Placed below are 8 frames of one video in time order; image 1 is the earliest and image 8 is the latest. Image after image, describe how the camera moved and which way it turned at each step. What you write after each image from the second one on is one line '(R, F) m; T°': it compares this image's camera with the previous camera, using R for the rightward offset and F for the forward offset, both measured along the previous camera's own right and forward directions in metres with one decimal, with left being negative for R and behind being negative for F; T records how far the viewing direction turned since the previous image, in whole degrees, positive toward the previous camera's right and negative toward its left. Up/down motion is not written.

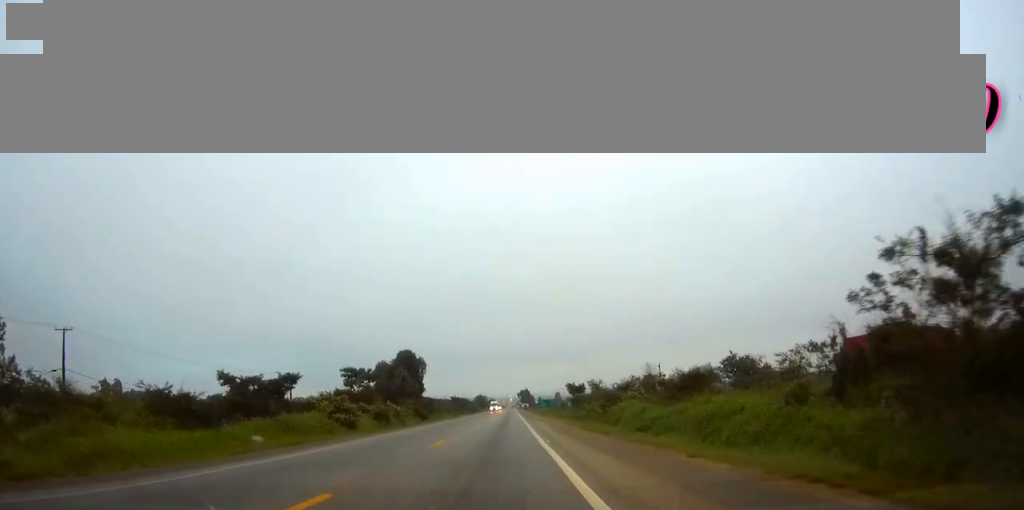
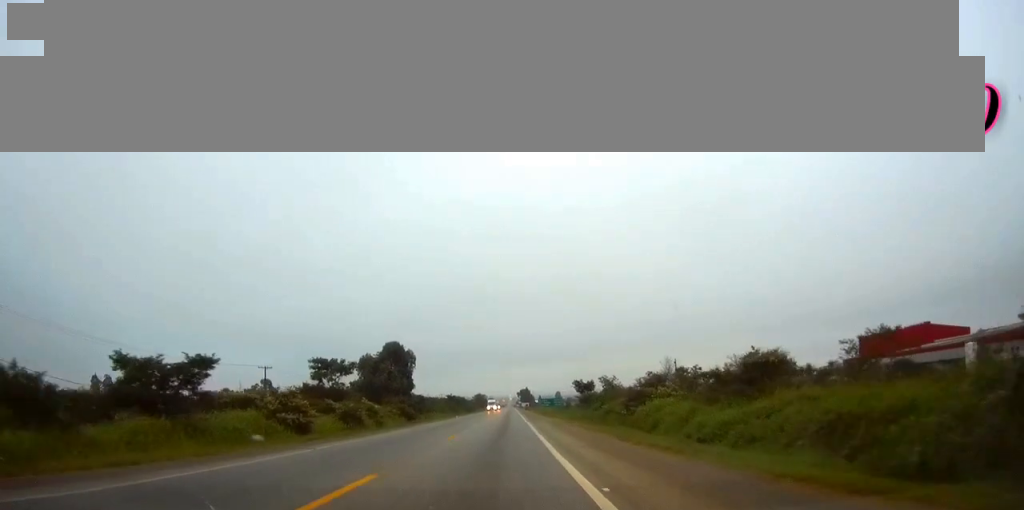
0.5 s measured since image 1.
(0.0, +12.9) m; 0°
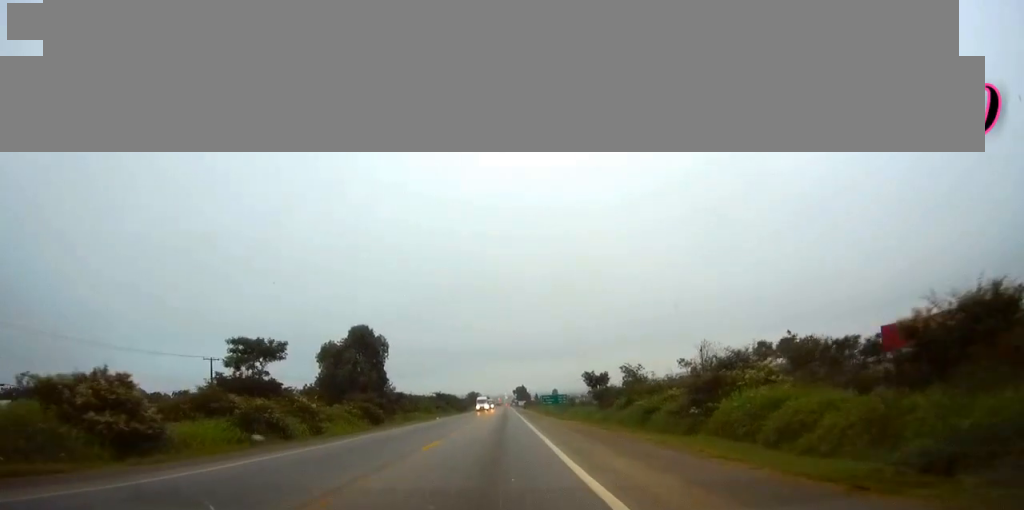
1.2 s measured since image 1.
(0.0, +19.4) m; 0°
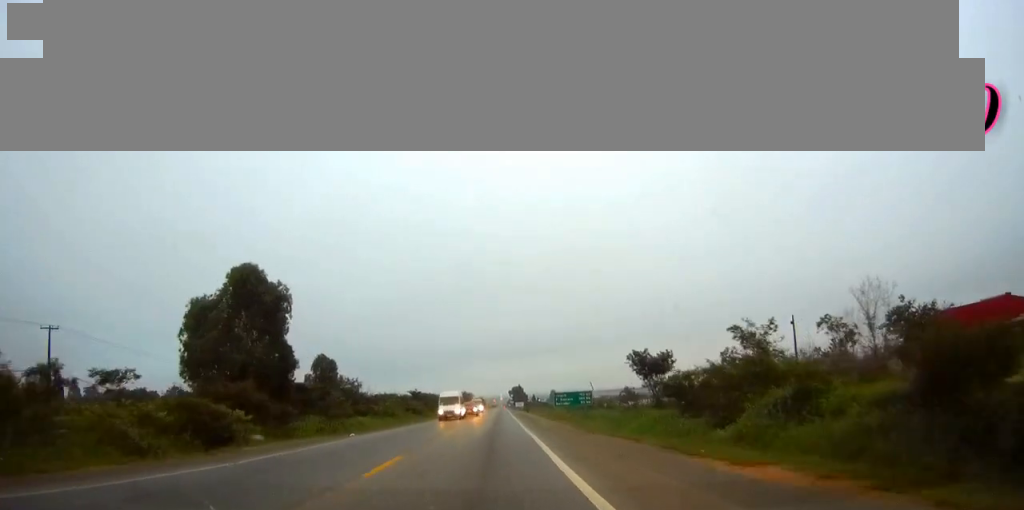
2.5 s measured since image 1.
(+0.2, +35.8) m; 0°
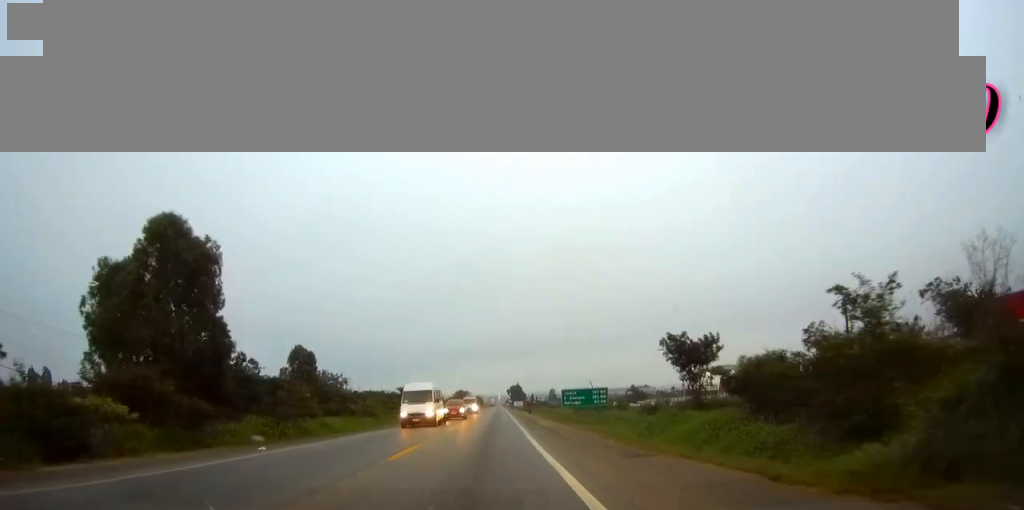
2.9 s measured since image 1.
(0.0, +11.9) m; 0°
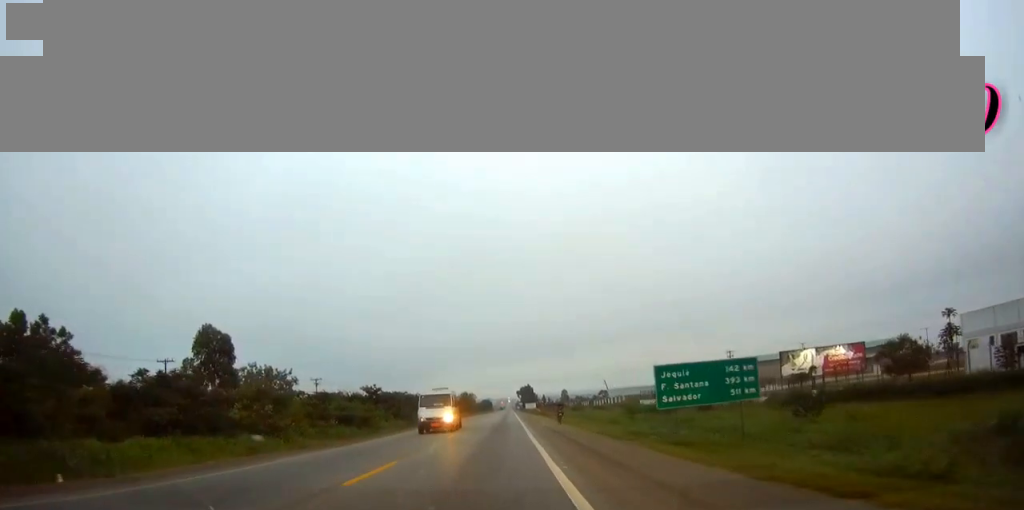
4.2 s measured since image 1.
(-0.2, +34.7) m; -1°
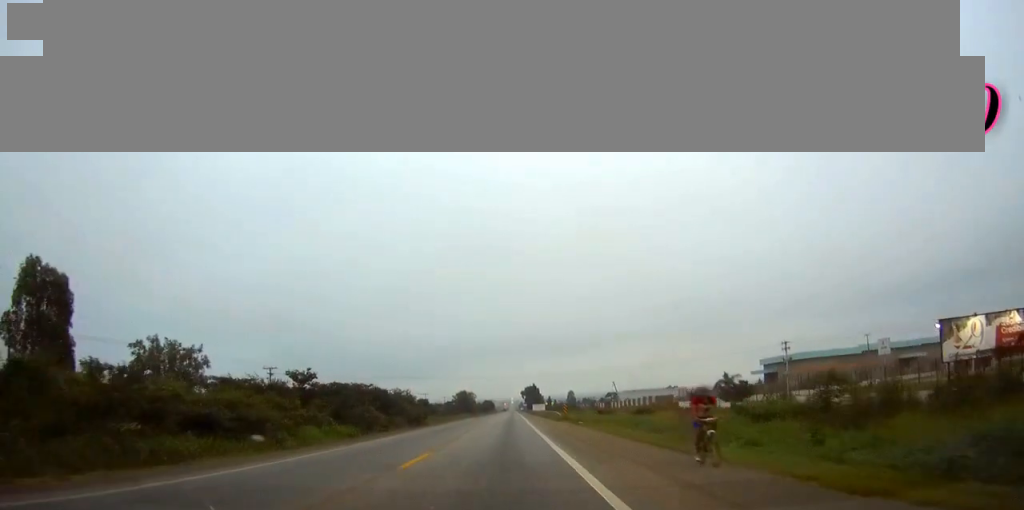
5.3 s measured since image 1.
(-0.2, +30.5) m; 0°
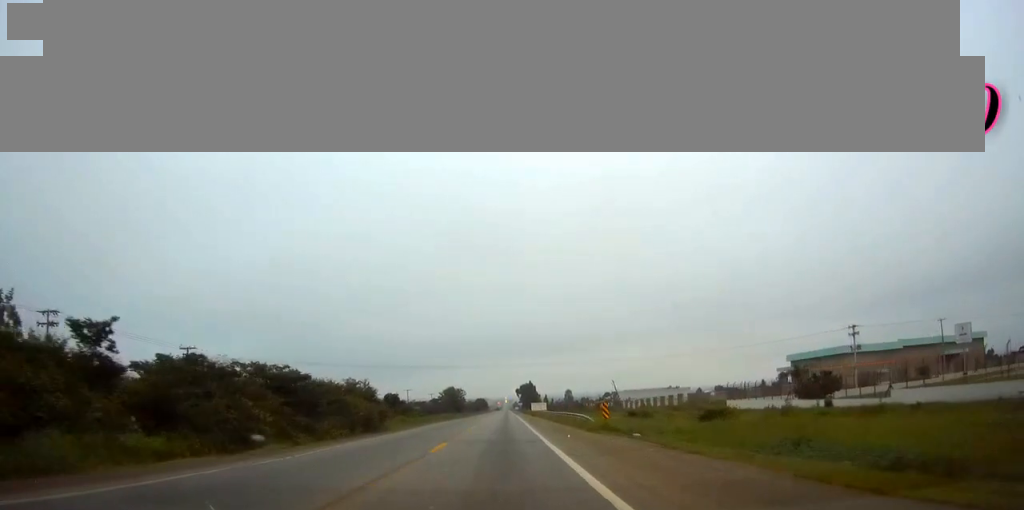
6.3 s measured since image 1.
(+0.2, +29.0) m; 0°
